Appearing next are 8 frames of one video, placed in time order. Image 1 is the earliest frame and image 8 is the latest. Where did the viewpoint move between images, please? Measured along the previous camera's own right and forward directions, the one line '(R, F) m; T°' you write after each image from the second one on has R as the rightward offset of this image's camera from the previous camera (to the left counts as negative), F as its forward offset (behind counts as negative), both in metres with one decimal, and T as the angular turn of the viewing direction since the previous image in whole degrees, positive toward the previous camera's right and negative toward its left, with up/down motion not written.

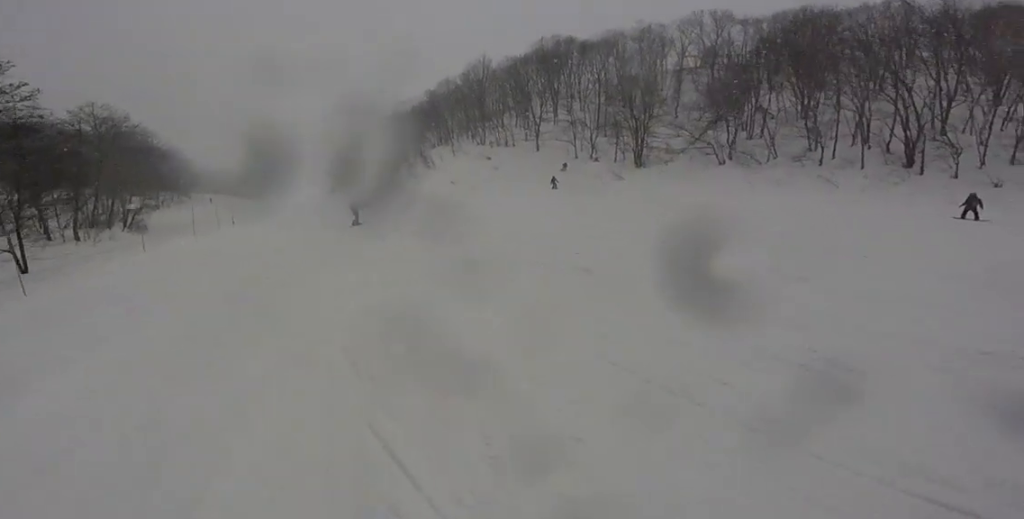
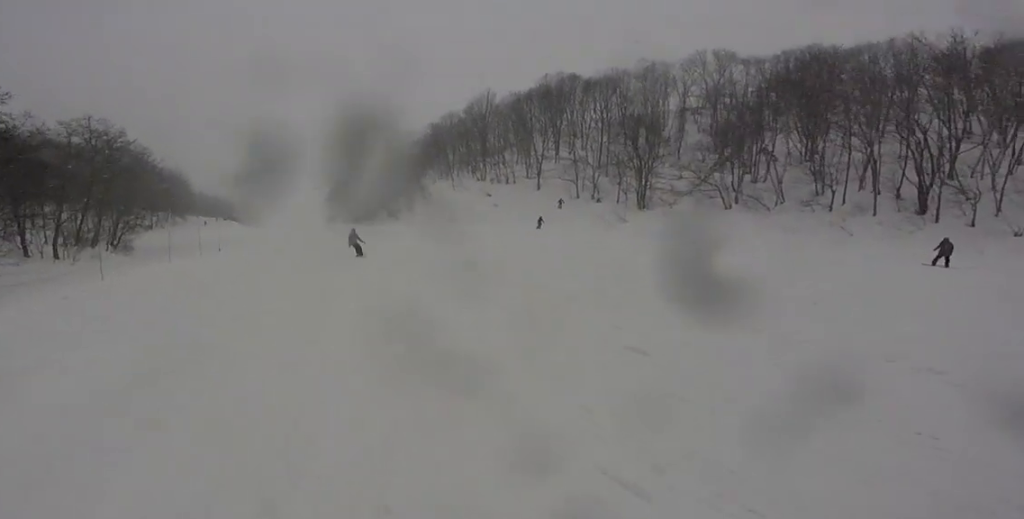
(-0.2, +3.0) m; 0°
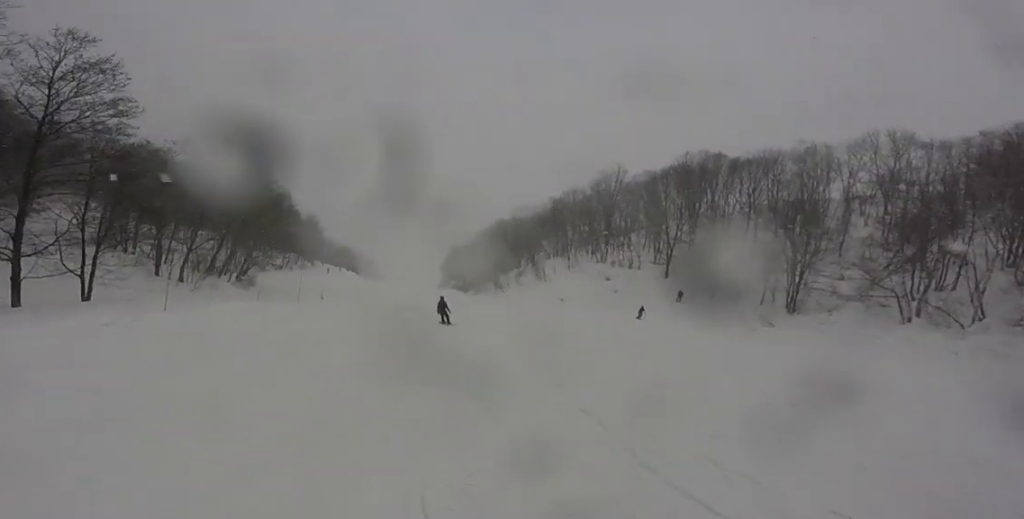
(+0.2, +4.8) m; -2°
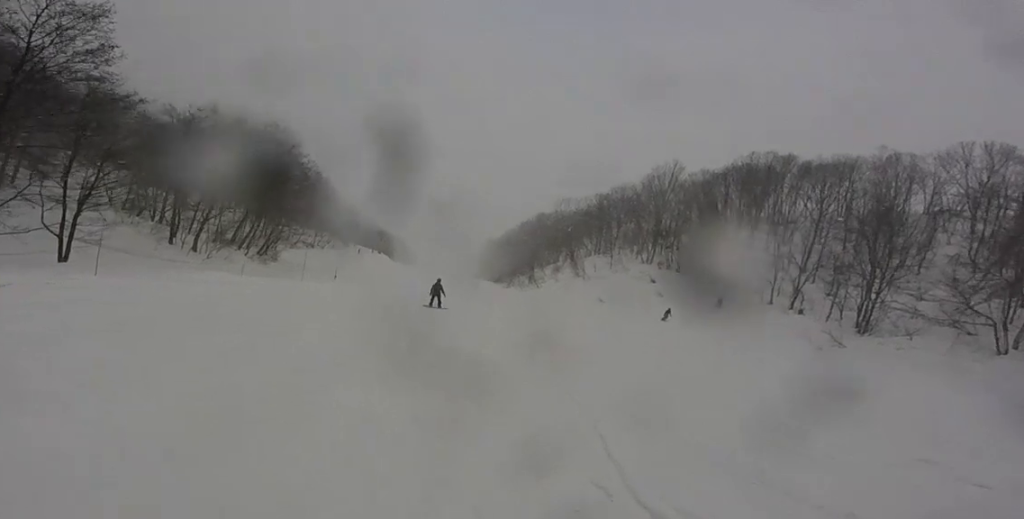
(-0.1, +5.0) m; -6°
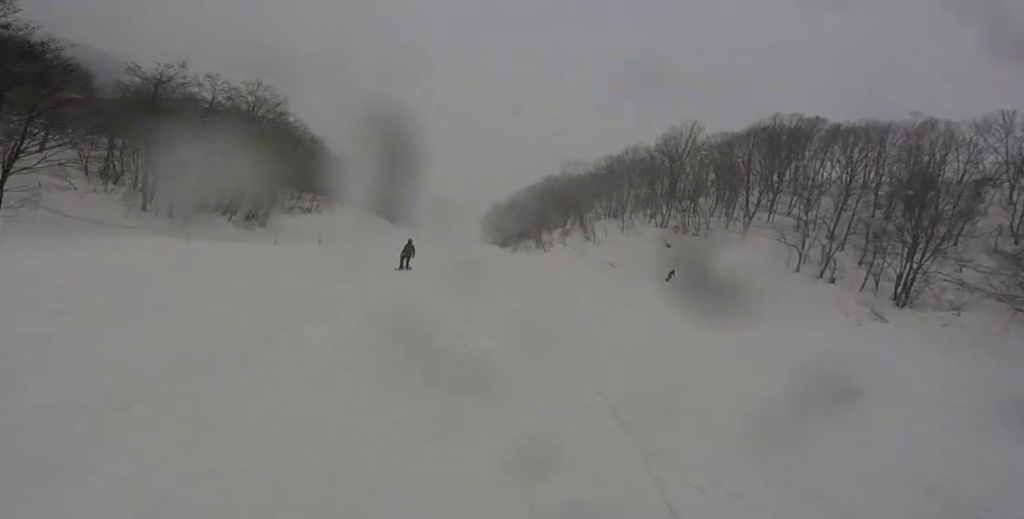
(-0.1, +4.4) m; -7°
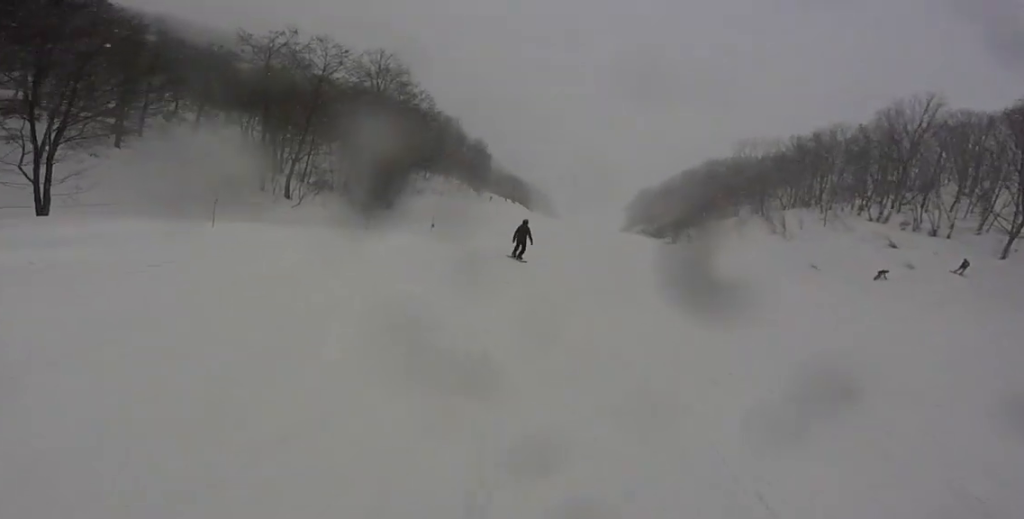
(-1.2, +8.6) m; -10°
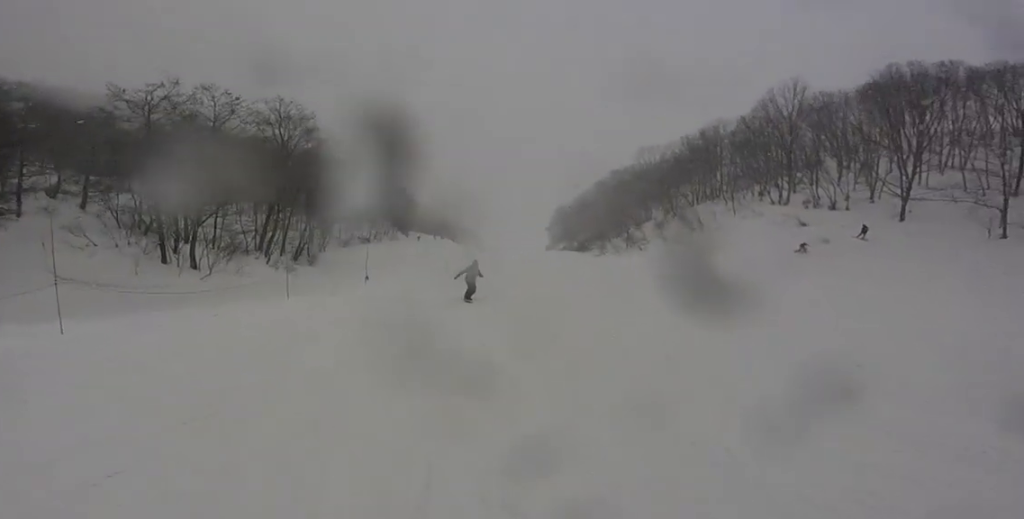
(-0.1, +3.7) m; -1°
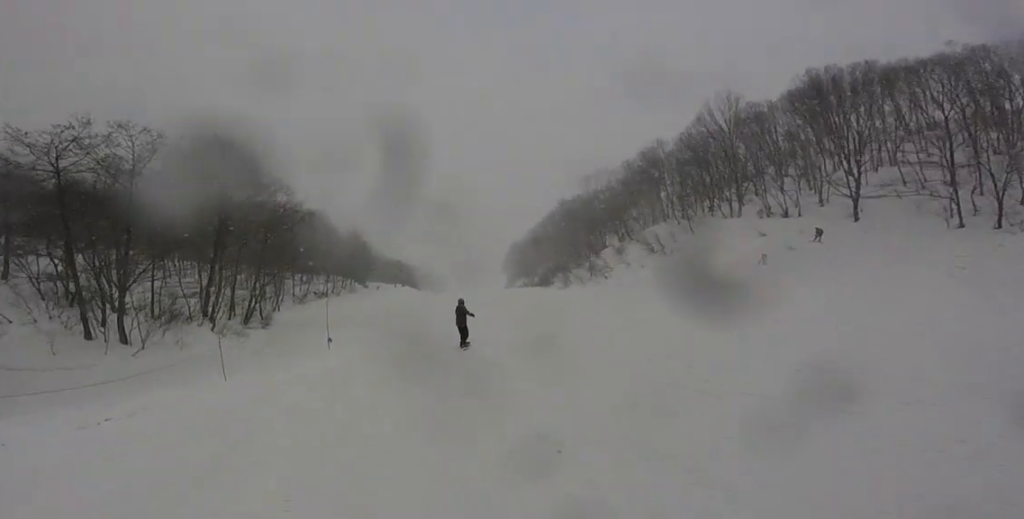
(0.0, +4.5) m; 0°
